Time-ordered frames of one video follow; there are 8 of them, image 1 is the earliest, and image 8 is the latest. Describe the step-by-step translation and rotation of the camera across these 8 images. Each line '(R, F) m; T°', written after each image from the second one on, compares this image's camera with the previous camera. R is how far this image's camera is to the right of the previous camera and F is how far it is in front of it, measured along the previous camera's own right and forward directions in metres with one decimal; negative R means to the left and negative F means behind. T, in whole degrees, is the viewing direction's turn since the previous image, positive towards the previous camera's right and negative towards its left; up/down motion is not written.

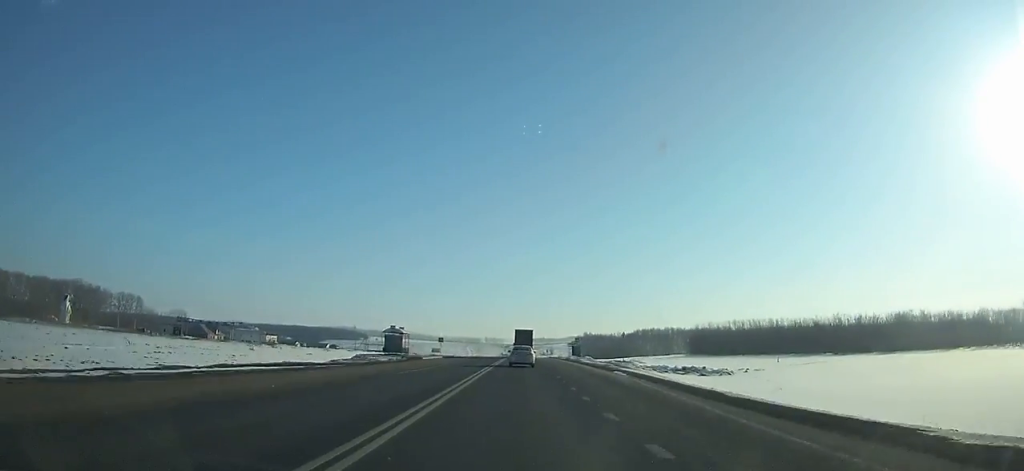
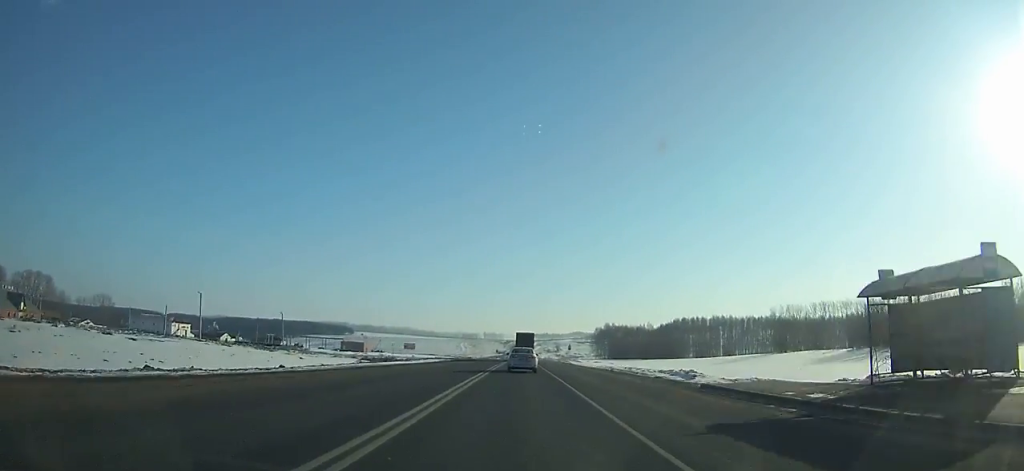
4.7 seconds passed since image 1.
(+0.1, +104.1) m; 0°
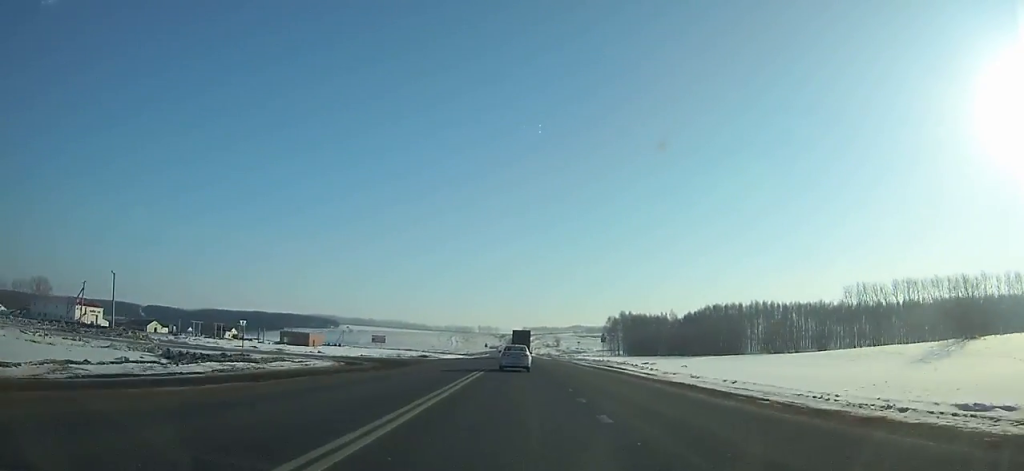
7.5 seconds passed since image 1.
(+0.1, +61.3) m; 0°
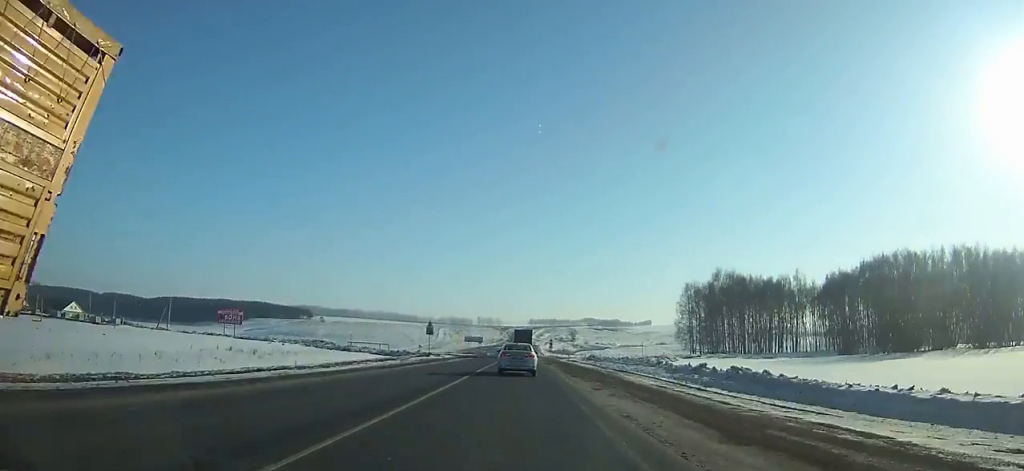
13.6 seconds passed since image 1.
(-0.3, +131.4) m; 0°
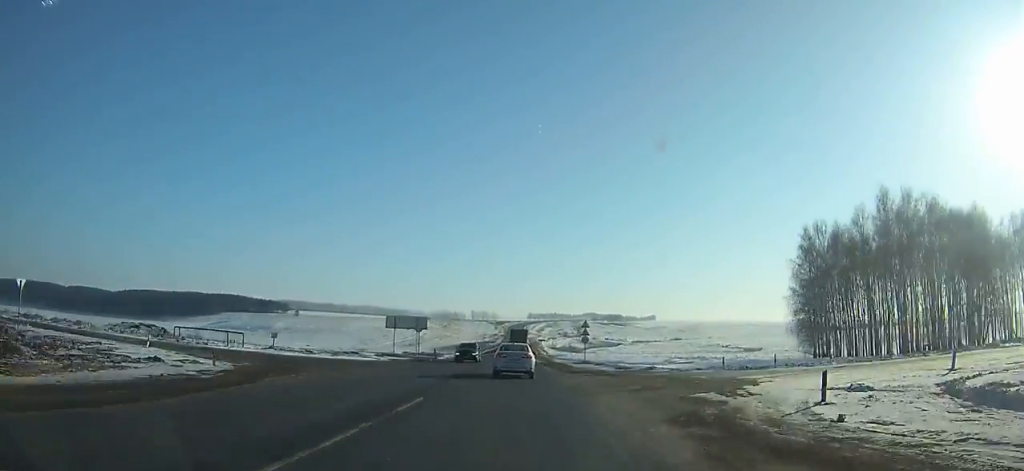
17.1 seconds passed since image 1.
(0.0, +73.4) m; 0°
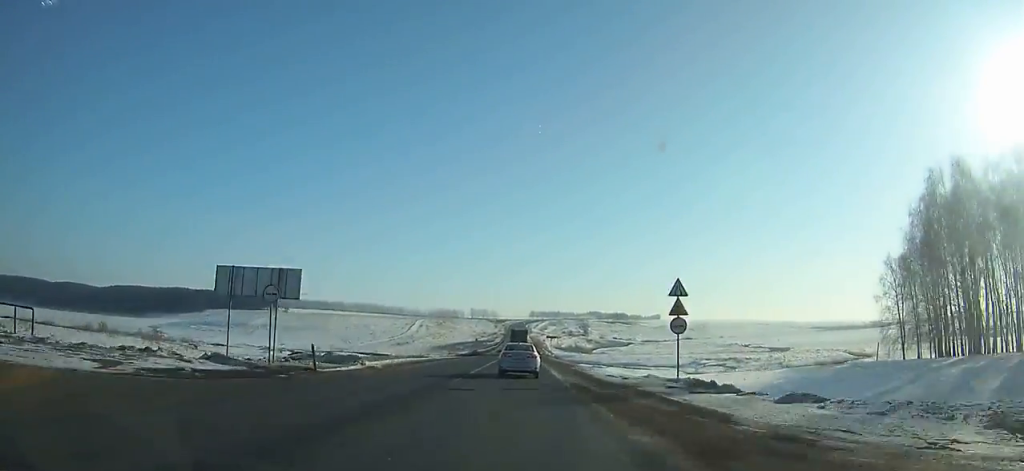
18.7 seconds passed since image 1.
(0.0, +33.2) m; 0°
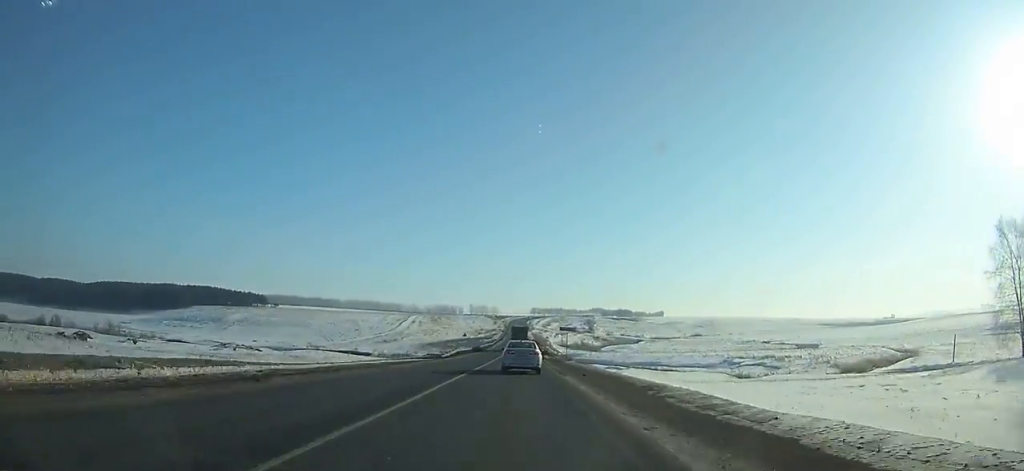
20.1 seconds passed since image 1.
(-0.1, +29.1) m; 0°
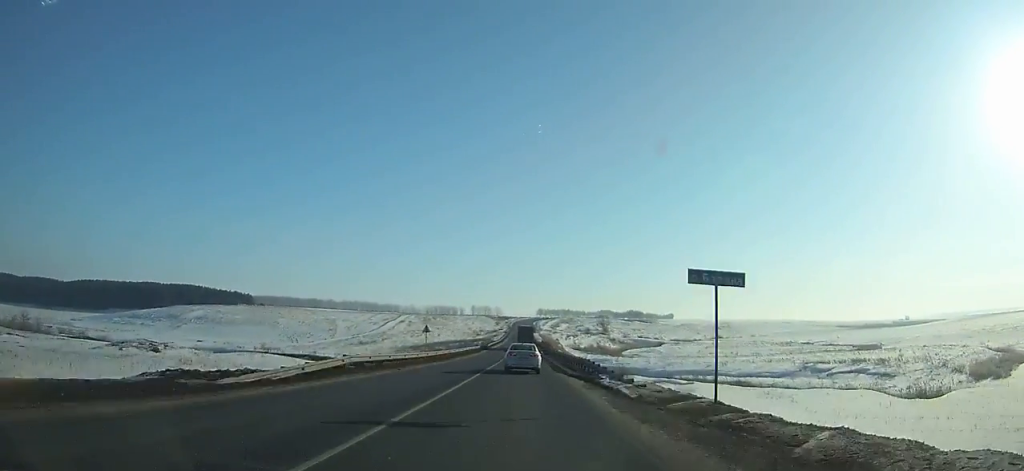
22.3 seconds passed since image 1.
(-0.1, +45.8) m; 0°
